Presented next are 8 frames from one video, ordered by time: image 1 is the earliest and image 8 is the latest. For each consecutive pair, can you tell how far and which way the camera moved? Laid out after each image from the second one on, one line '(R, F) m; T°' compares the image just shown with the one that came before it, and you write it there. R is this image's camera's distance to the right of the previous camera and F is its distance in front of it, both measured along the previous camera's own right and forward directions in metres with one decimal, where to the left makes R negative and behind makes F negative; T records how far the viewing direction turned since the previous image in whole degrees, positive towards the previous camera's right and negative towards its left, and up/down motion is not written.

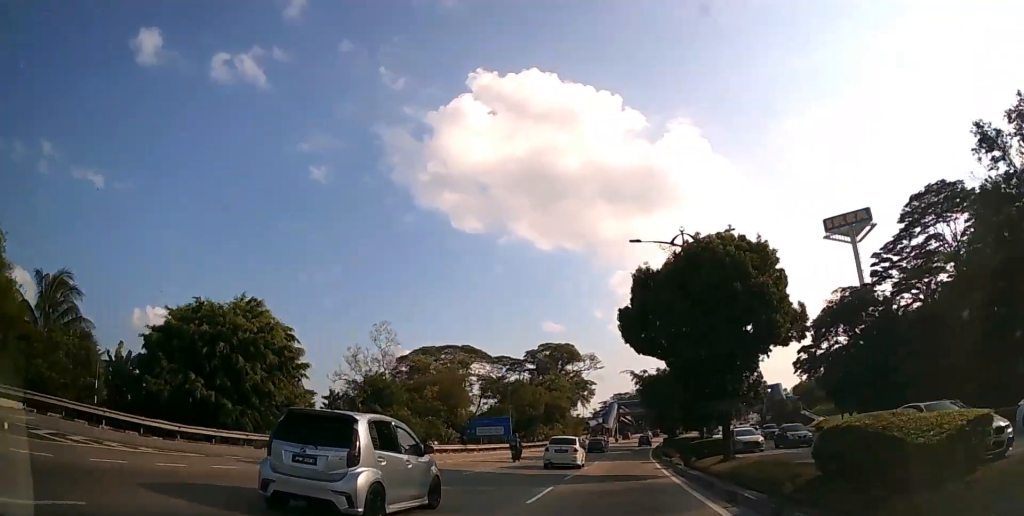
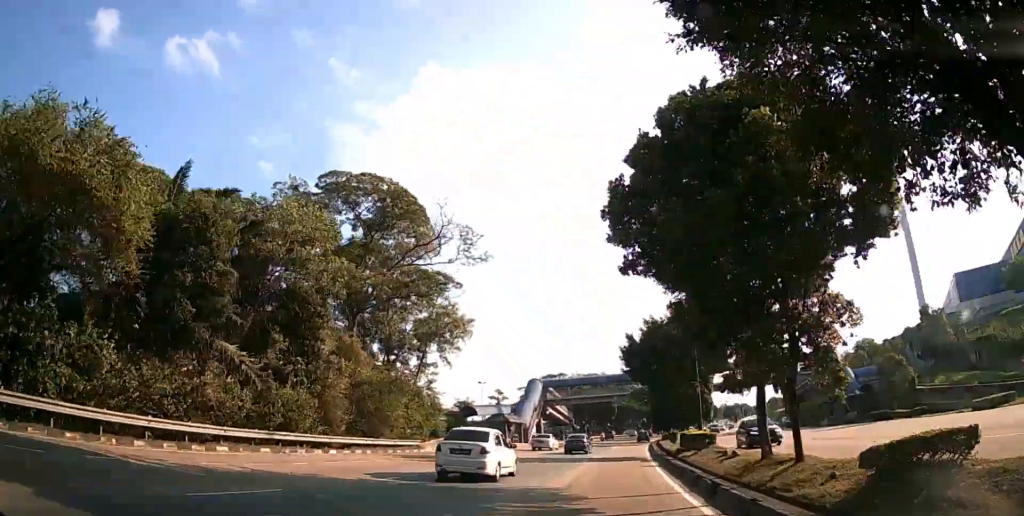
(+3.7, +67.7) m; +6°
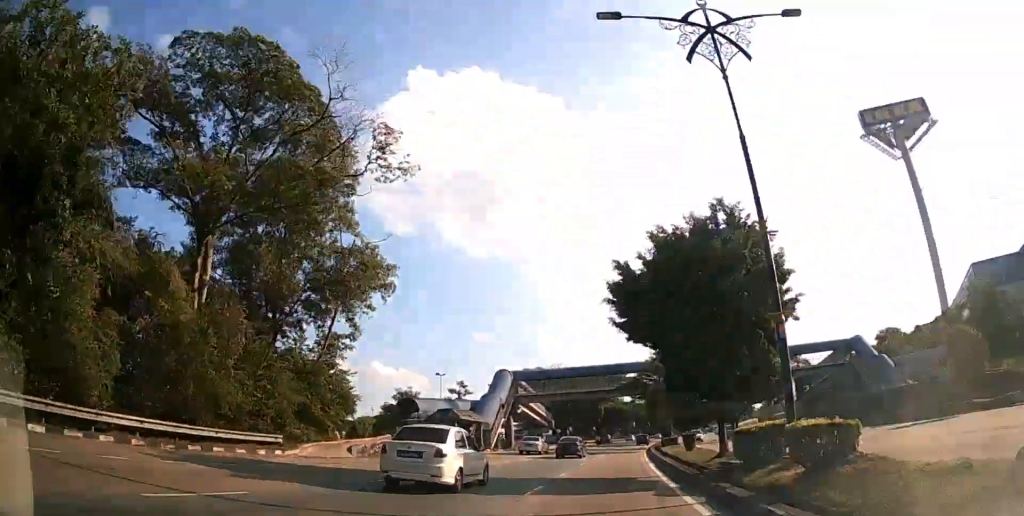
(+0.1, +14.6) m; +1°
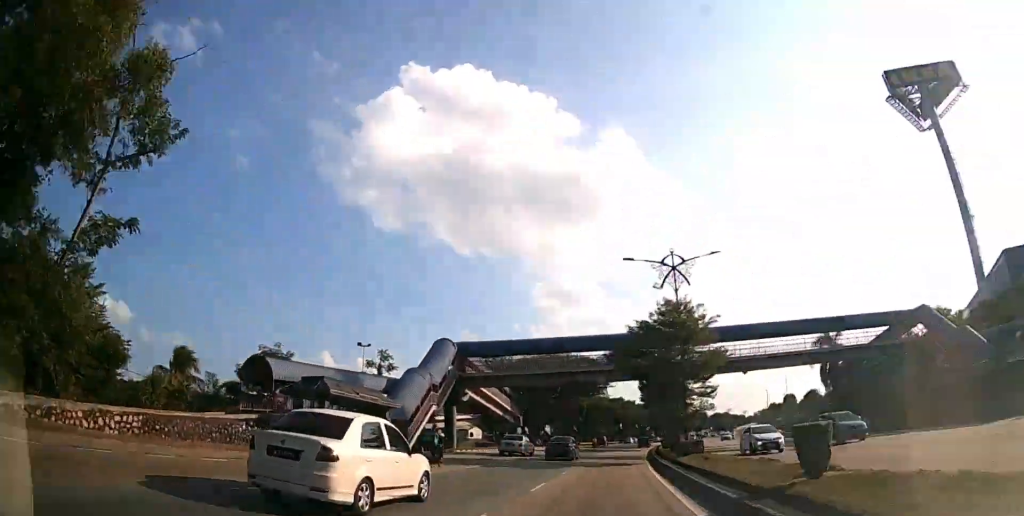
(+0.2, +20.3) m; +1°
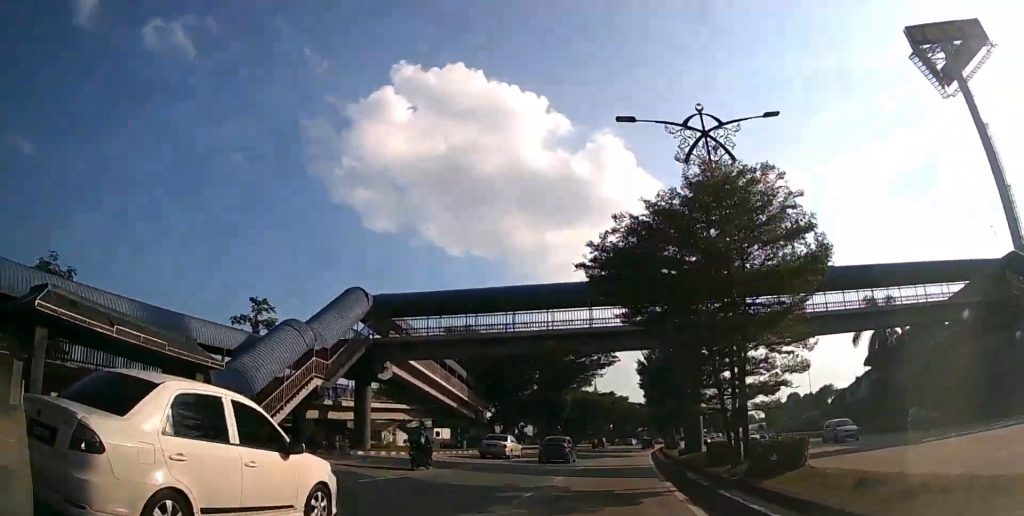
(+0.2, +16.4) m; +1°
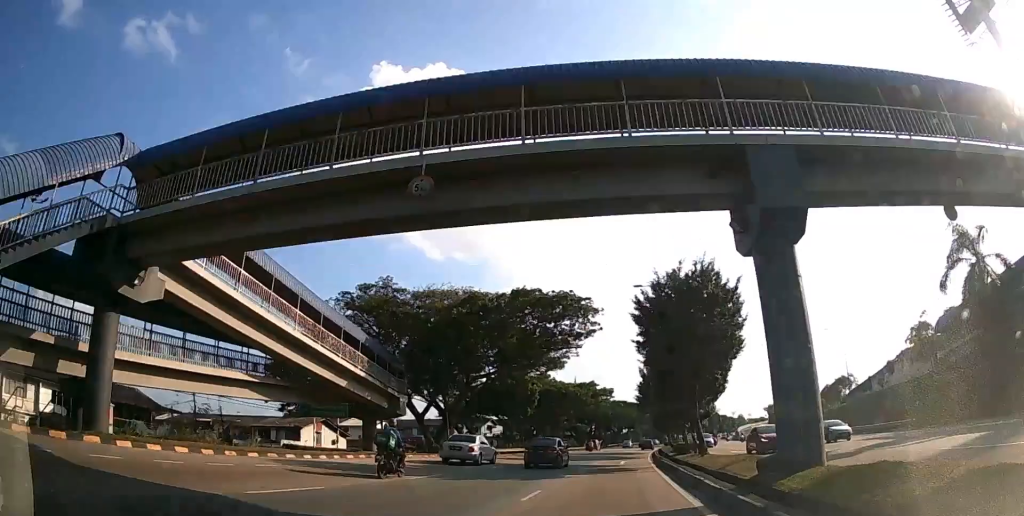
(+0.2, +19.6) m; +1°
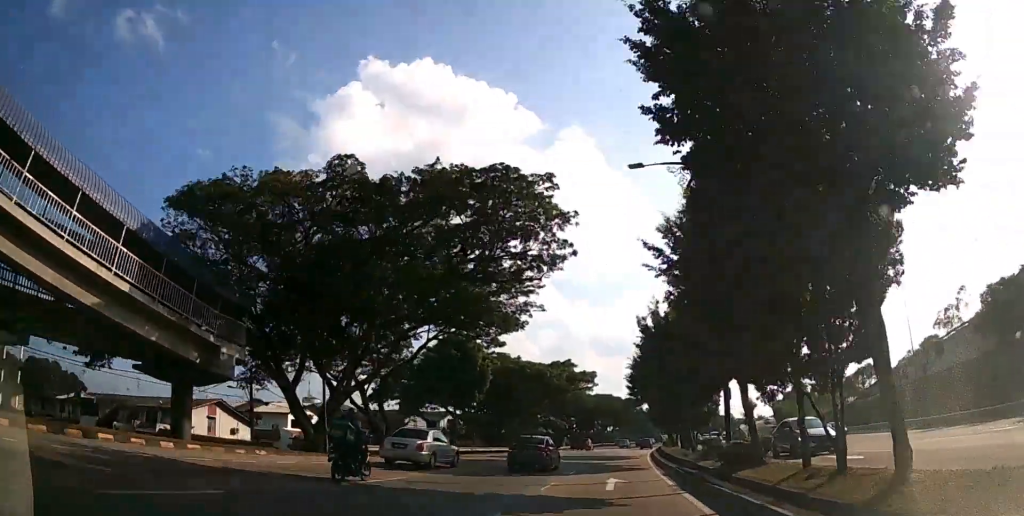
(+0.1, +18.6) m; +1°
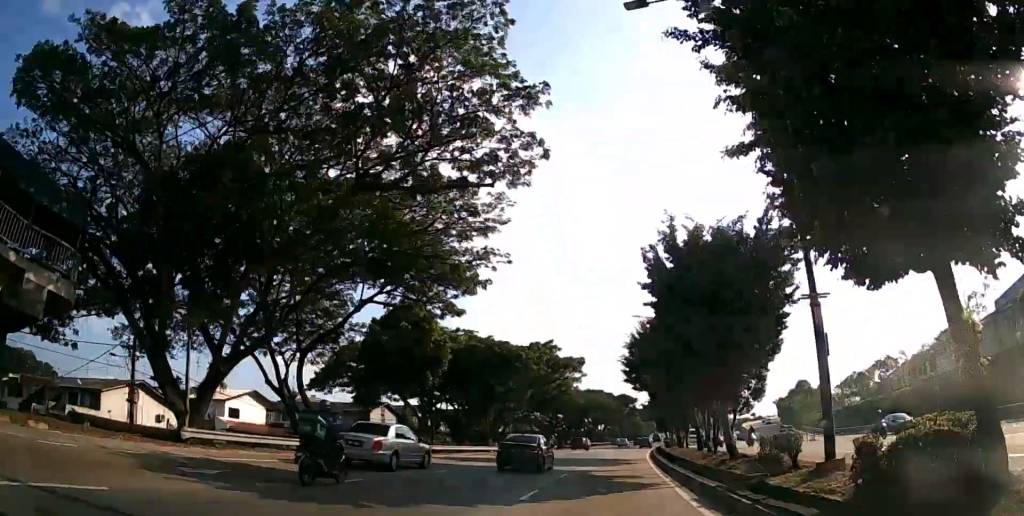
(0.0, +10.1) m; 0°
